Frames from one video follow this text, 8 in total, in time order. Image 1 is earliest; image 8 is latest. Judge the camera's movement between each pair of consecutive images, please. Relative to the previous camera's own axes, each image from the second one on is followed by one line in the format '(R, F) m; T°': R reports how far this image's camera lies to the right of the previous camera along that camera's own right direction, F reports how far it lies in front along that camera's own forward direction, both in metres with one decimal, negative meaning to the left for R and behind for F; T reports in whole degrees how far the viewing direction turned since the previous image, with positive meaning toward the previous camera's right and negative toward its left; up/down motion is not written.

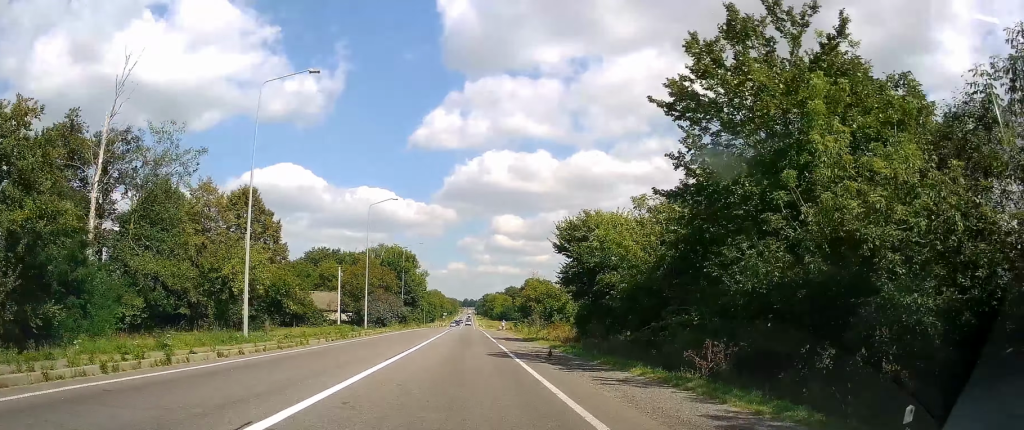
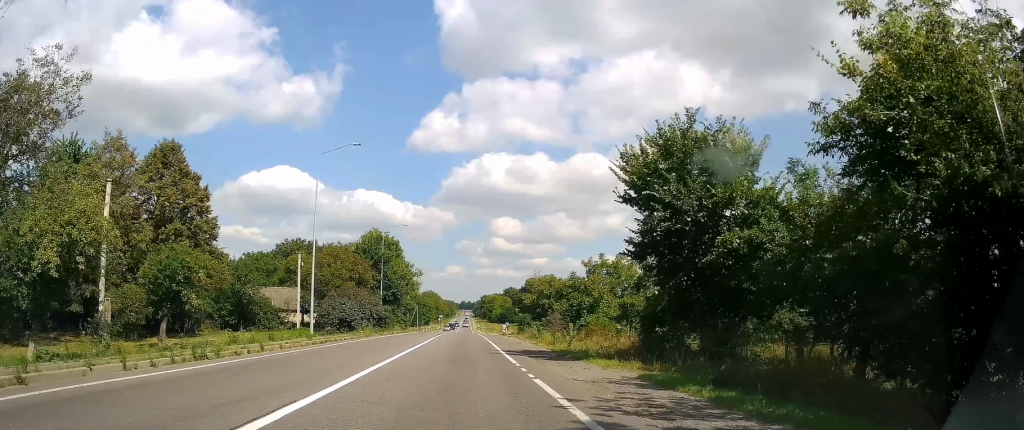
(+0.1, +18.5) m; 0°
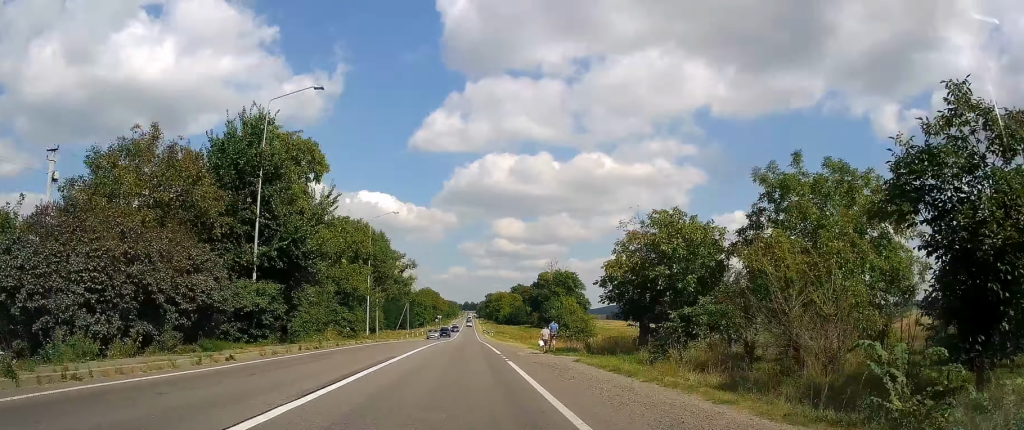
(0.0, +40.1) m; 0°
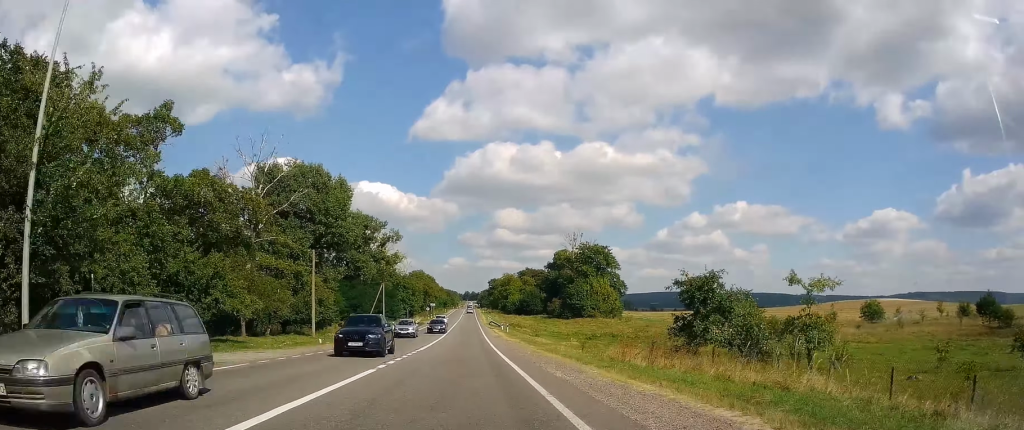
(-0.6, +45.5) m; 0°
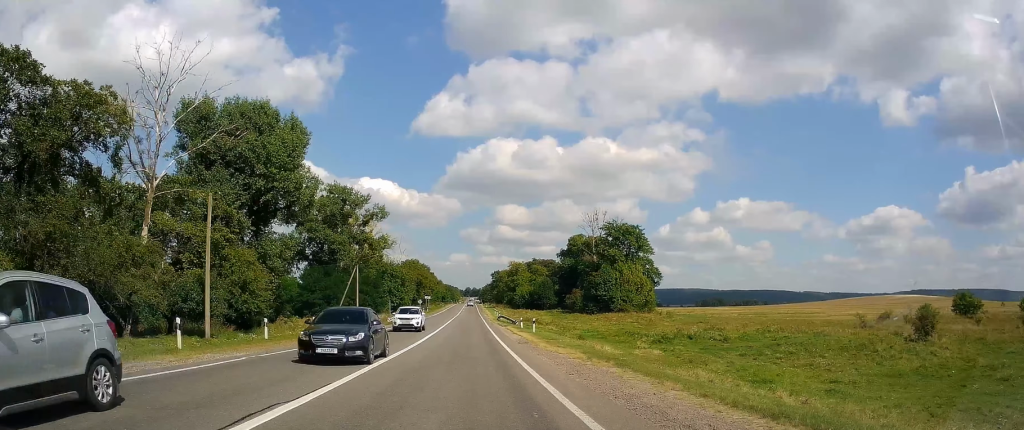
(+0.6, +26.8) m; +1°
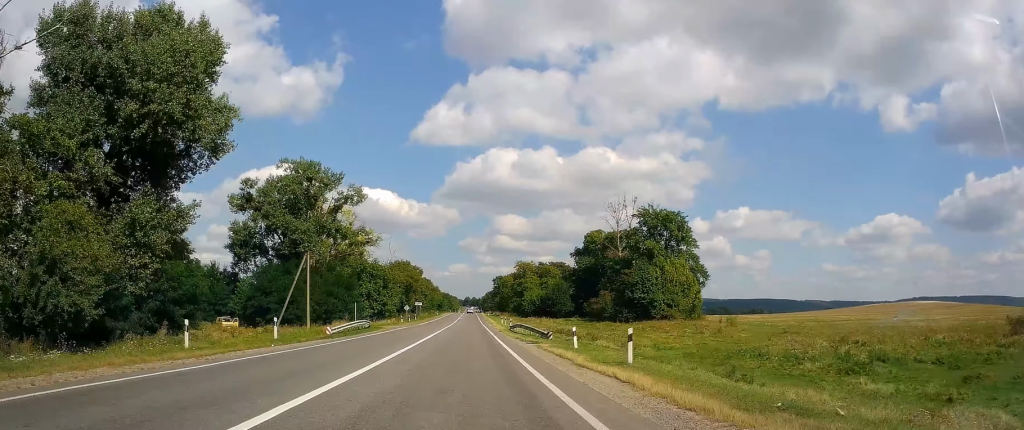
(-0.3, +25.8) m; -1°
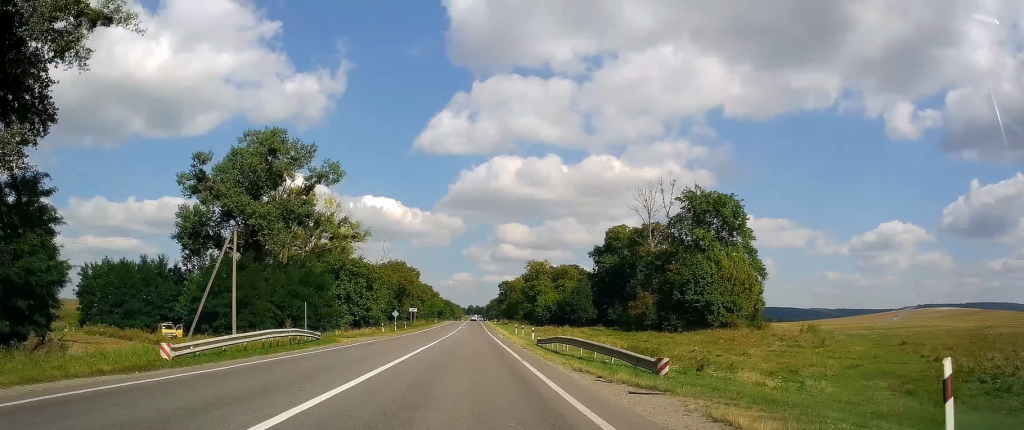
(-0.3, +19.6) m; +1°
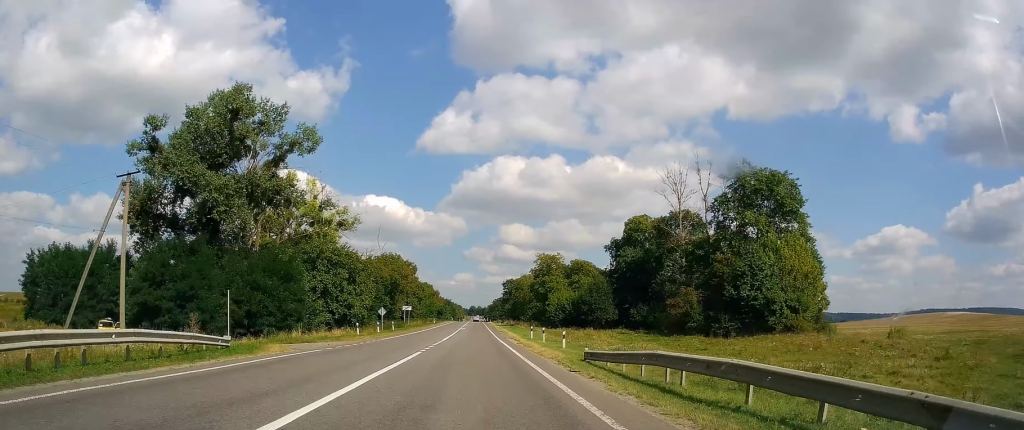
(+0.1, +14.4) m; 0°
